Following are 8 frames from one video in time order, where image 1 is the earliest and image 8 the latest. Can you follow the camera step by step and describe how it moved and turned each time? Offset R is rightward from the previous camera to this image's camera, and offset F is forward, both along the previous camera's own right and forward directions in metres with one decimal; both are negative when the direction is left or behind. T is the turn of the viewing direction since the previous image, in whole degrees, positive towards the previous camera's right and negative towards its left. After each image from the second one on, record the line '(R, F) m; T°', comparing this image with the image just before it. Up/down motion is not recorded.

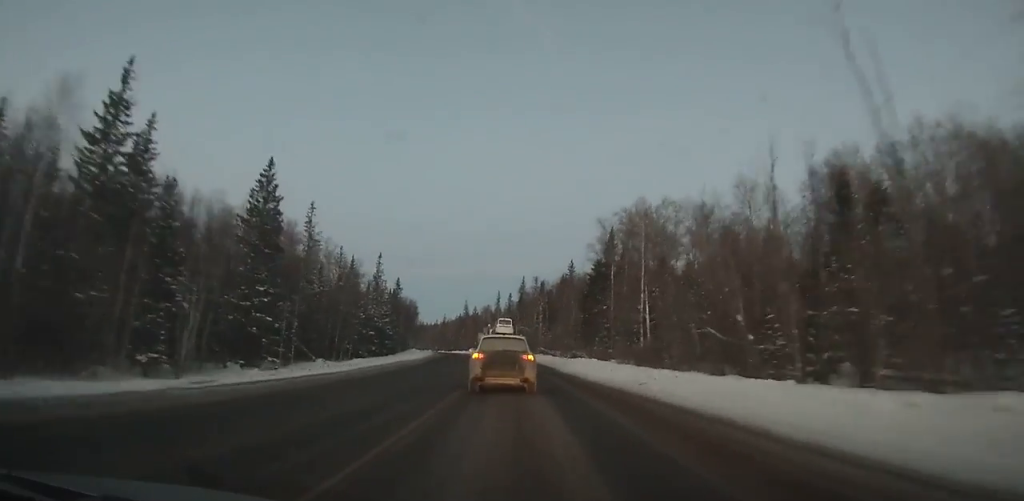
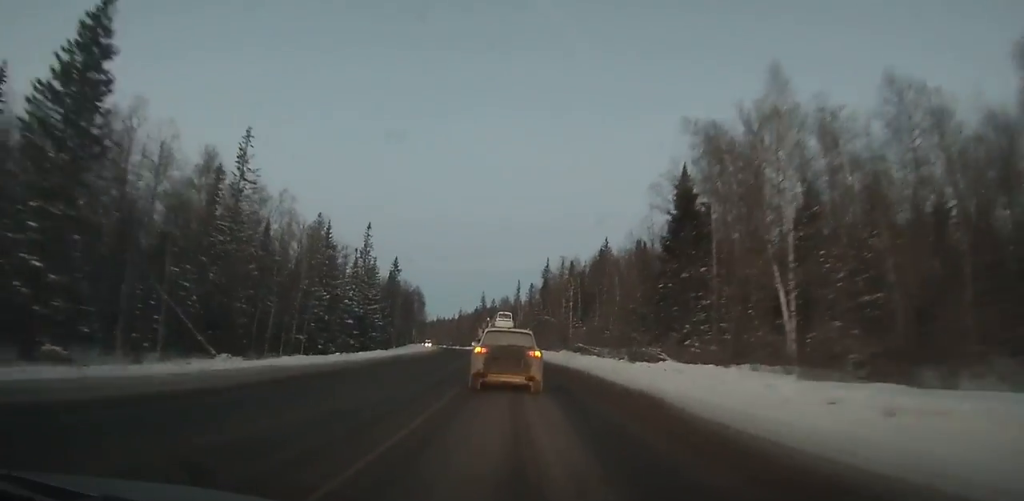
(-0.4, +27.1) m; -2°
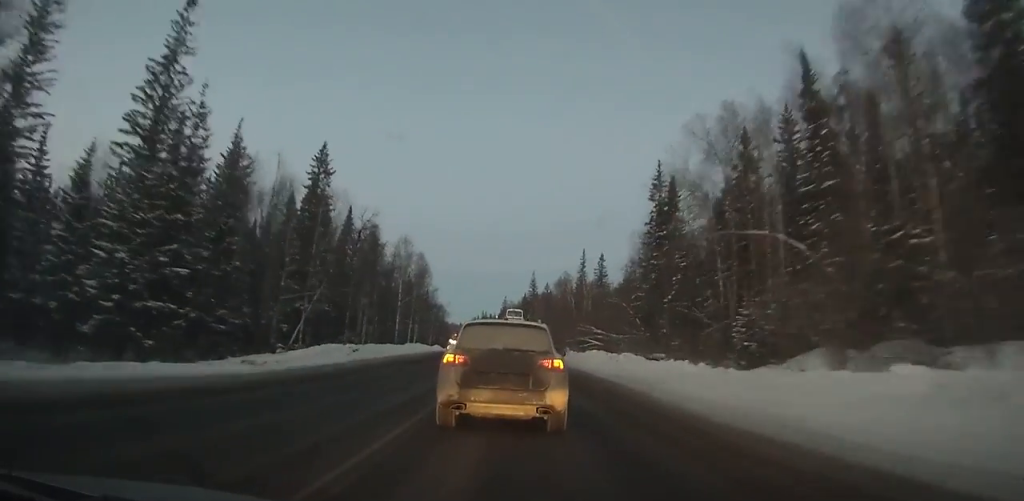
(-2.6, +70.7) m; -4°
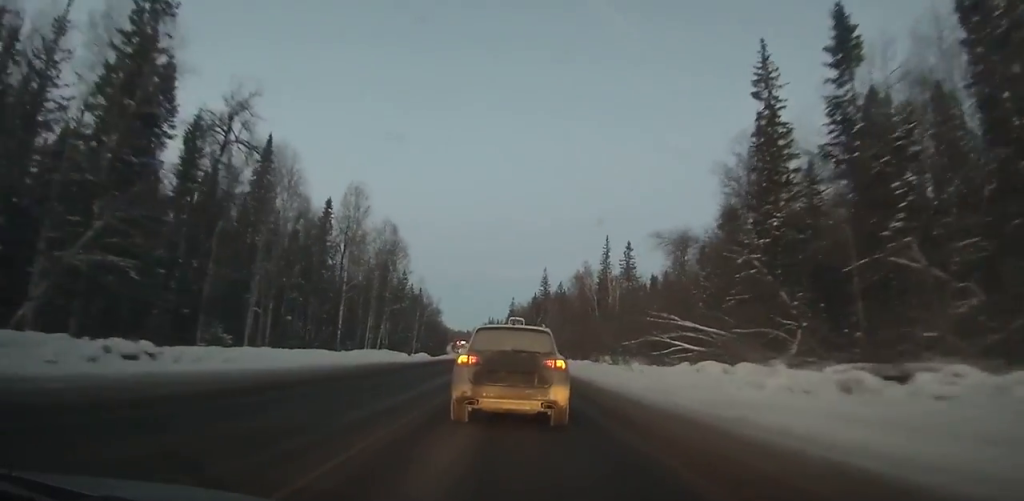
(-0.4, +30.9) m; -1°
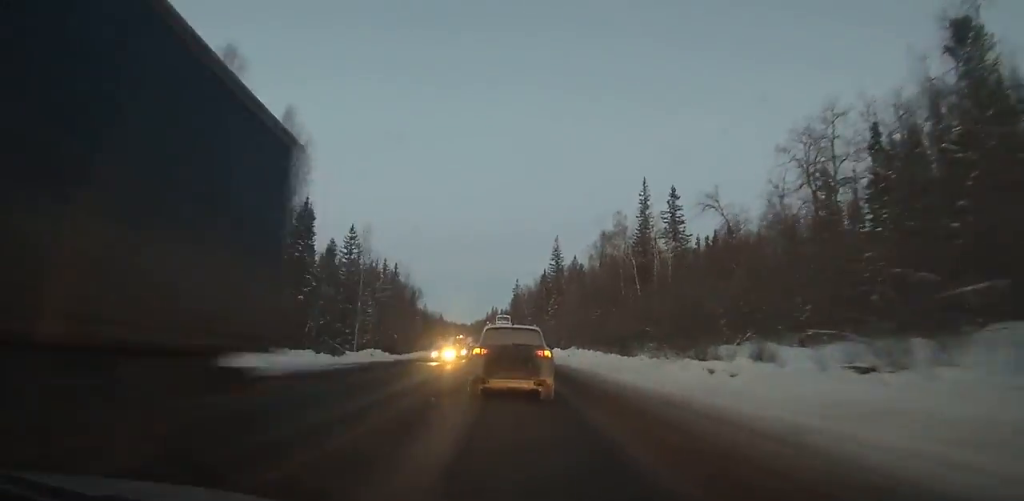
(-0.2, +41.7) m; -2°
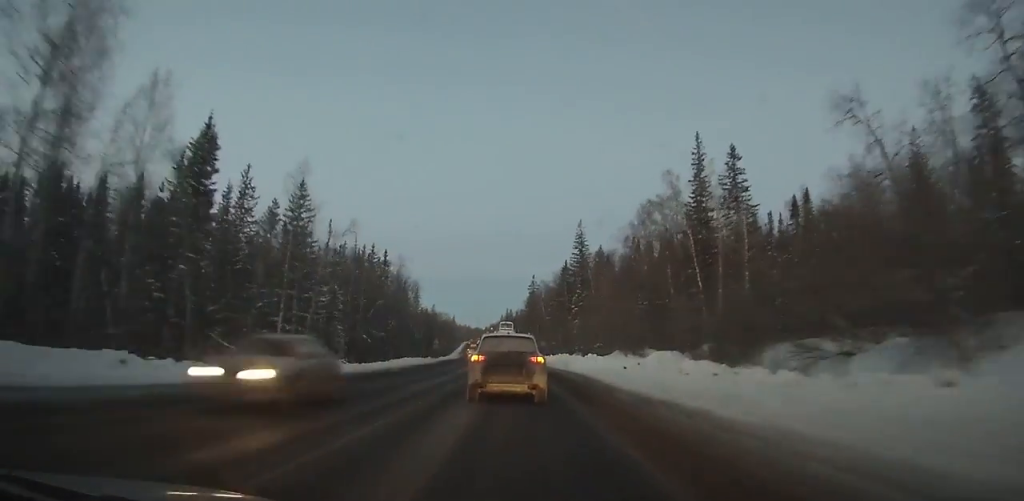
(-0.7, +24.4) m; -1°
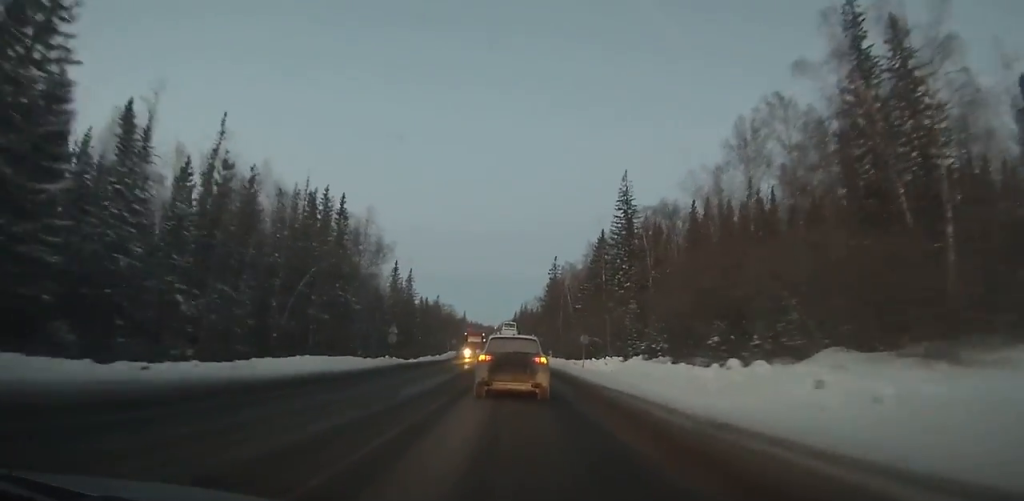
(-0.6, +36.2) m; -1°
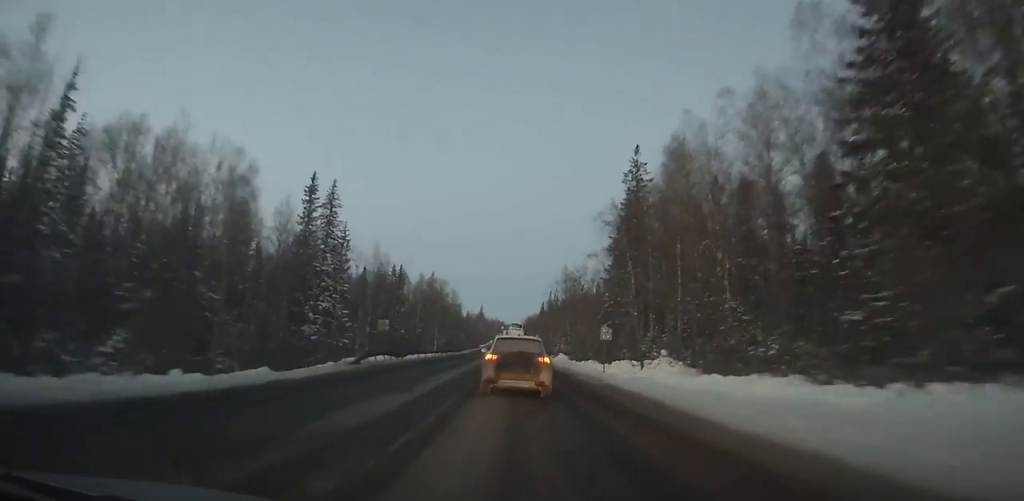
(-1.0, +75.8) m; -1°
